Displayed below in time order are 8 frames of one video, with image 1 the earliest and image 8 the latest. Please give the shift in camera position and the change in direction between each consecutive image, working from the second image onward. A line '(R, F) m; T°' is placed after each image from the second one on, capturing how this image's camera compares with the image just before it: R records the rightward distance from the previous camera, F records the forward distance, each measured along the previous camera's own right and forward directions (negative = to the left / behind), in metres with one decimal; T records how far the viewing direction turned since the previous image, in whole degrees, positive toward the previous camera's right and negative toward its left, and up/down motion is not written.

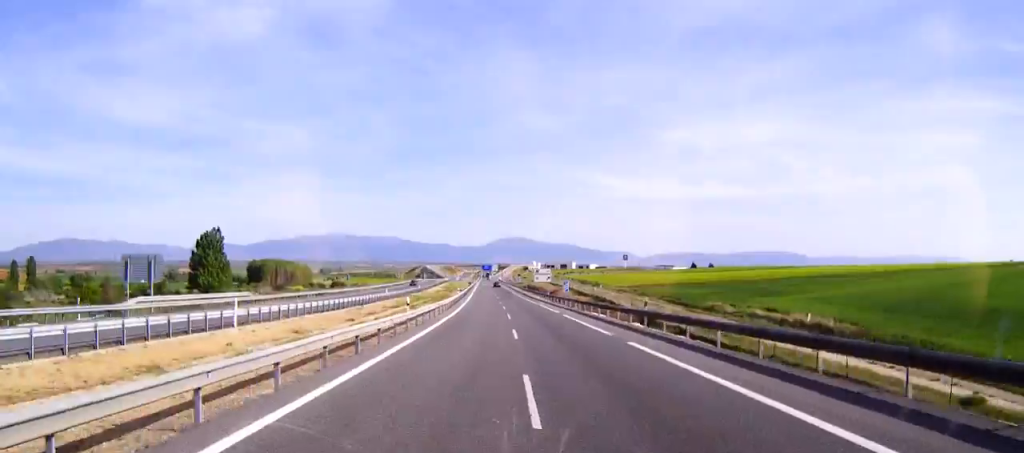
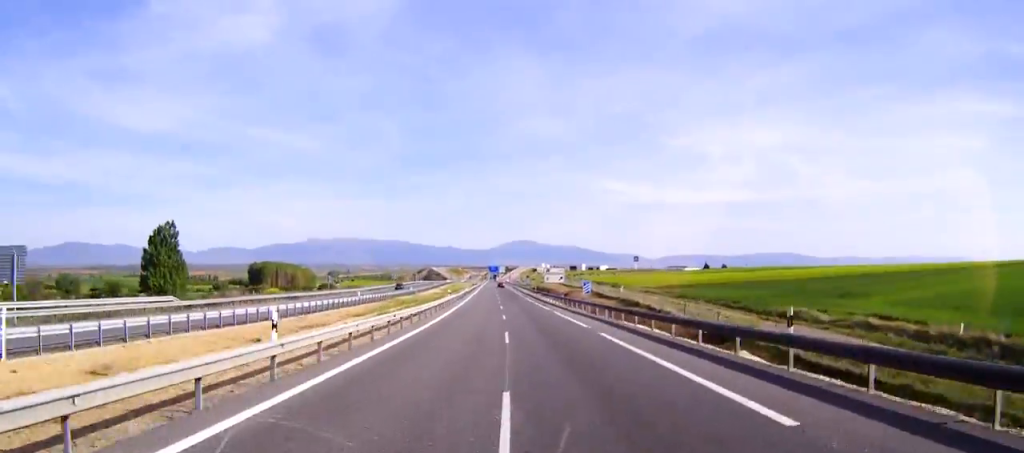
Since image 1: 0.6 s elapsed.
(0.0, +19.2) m; 0°
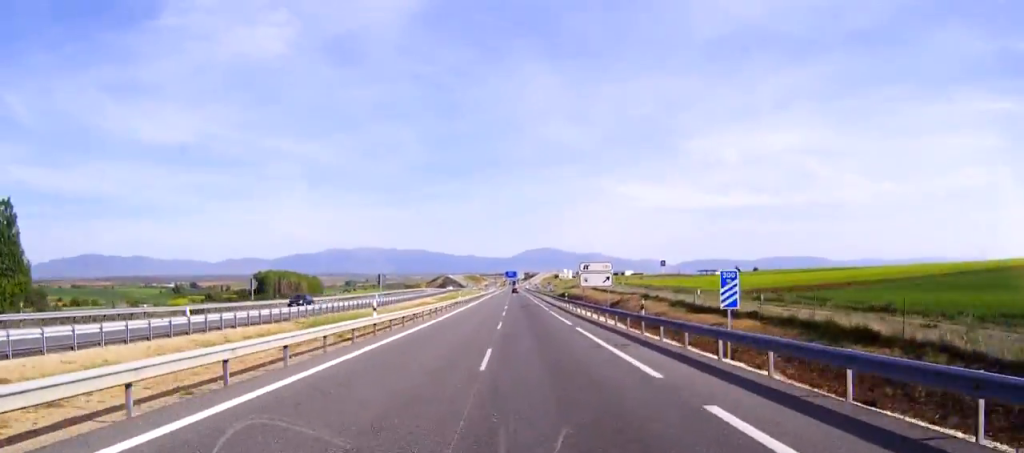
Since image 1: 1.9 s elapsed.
(0.0, +41.6) m; 0°
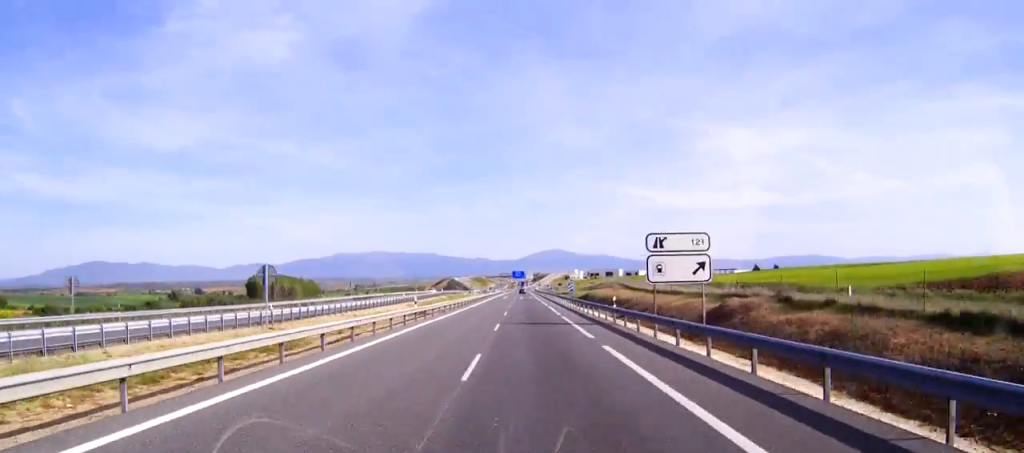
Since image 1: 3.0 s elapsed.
(0.0, +36.0) m; 0°
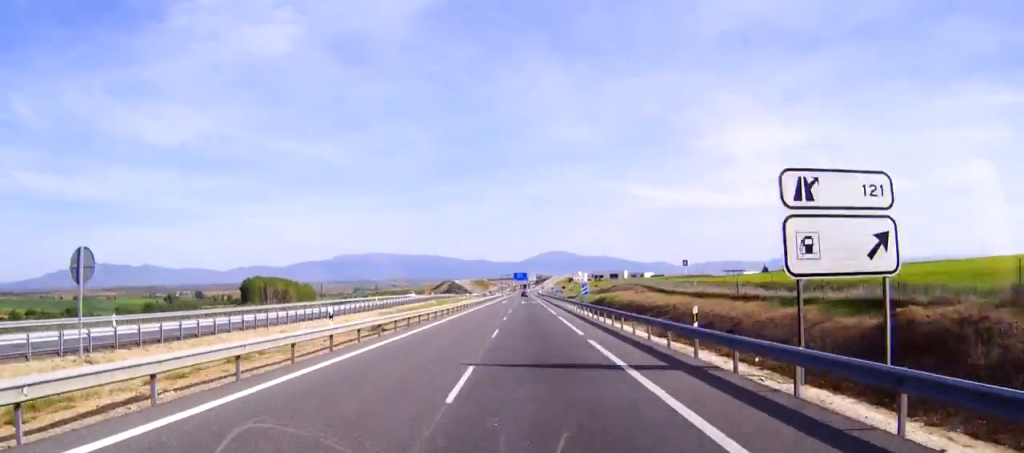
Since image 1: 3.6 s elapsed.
(0.0, +18.9) m; 0°
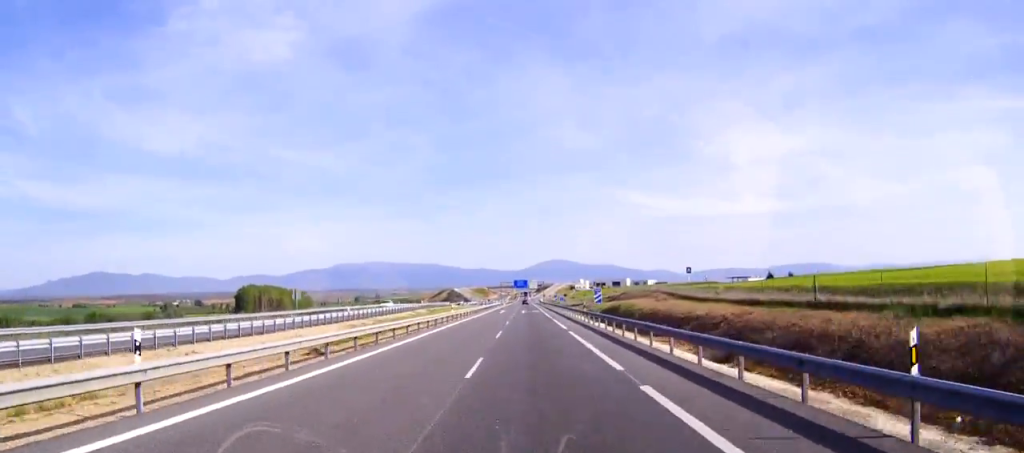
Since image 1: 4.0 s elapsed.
(0.0, +12.5) m; 0°
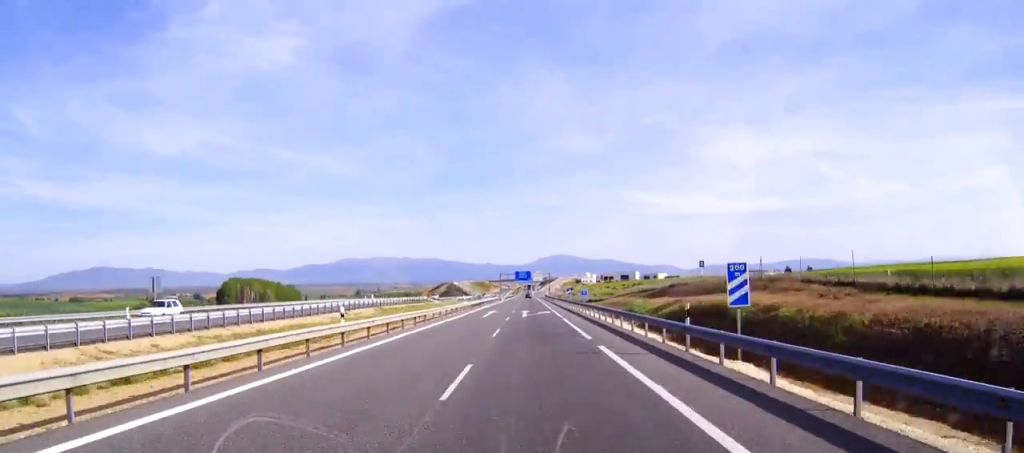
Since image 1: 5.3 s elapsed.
(0.0, +38.4) m; 0°
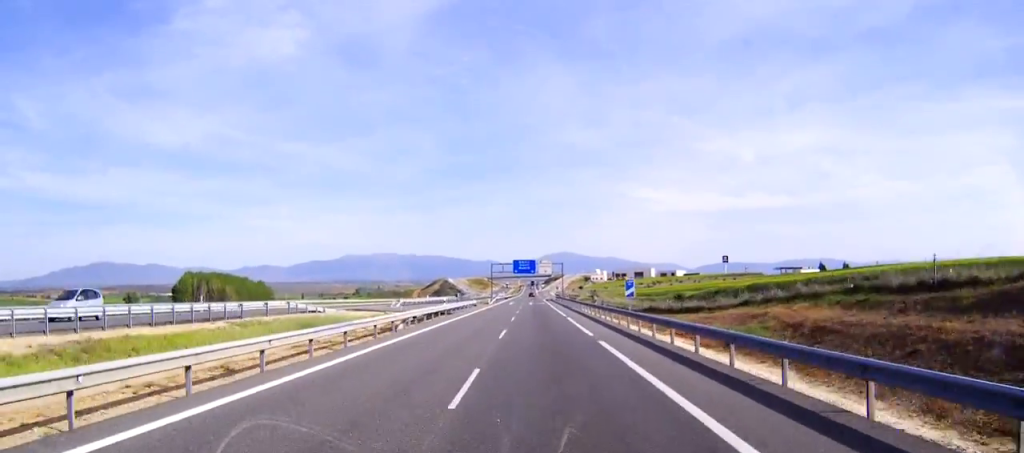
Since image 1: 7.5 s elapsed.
(-0.9, +68.4) m; -2°
